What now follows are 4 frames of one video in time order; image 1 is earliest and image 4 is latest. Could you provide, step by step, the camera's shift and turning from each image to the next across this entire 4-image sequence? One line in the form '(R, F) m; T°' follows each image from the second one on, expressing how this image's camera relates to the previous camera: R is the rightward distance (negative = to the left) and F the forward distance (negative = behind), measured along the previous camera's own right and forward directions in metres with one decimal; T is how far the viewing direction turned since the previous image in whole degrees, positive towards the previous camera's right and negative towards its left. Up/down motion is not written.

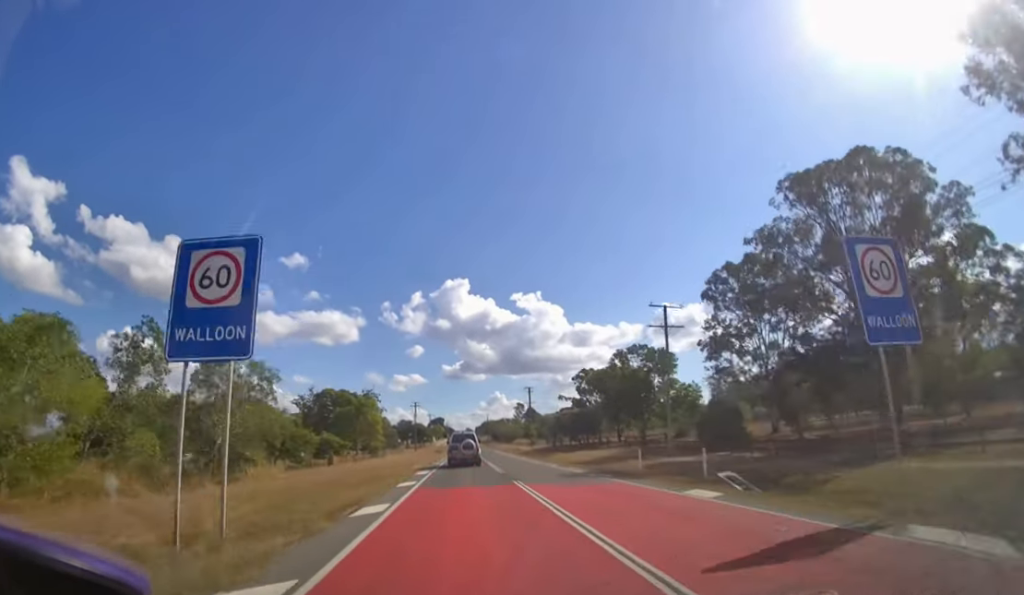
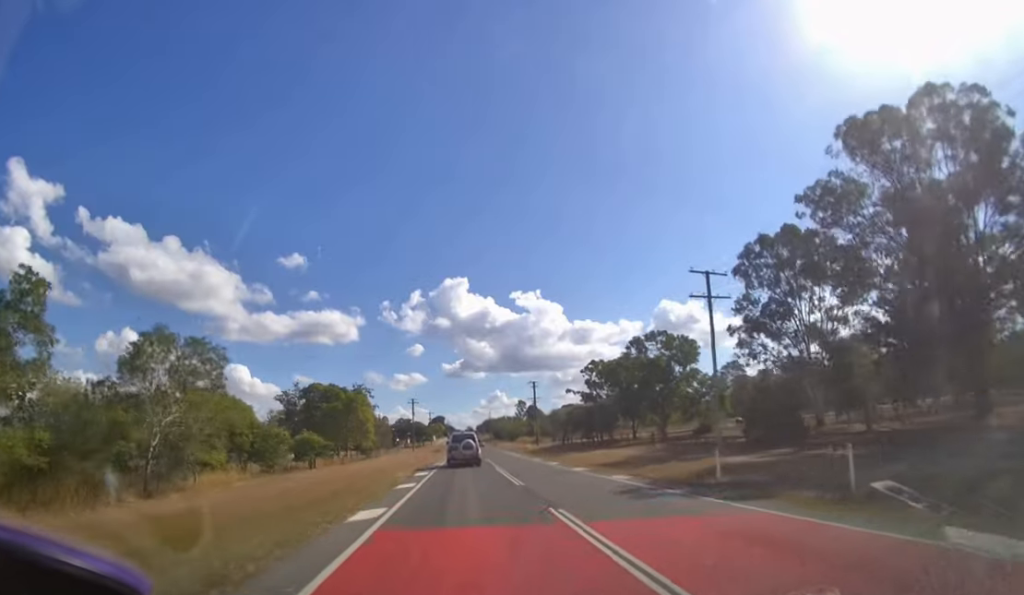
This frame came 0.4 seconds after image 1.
(0.0, +5.6) m; 0°
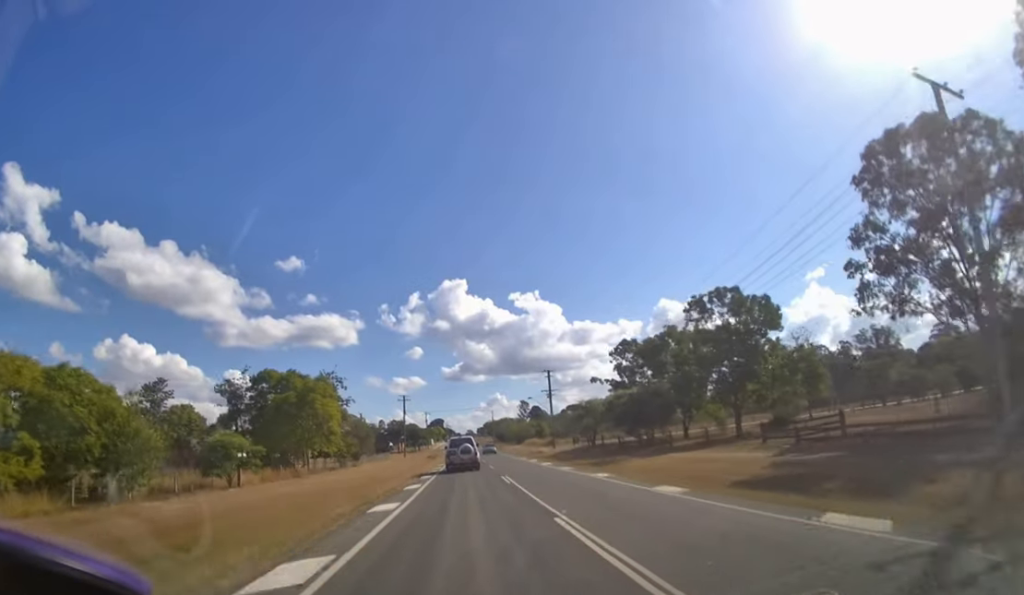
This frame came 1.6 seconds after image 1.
(0.0, +16.3) m; 0°
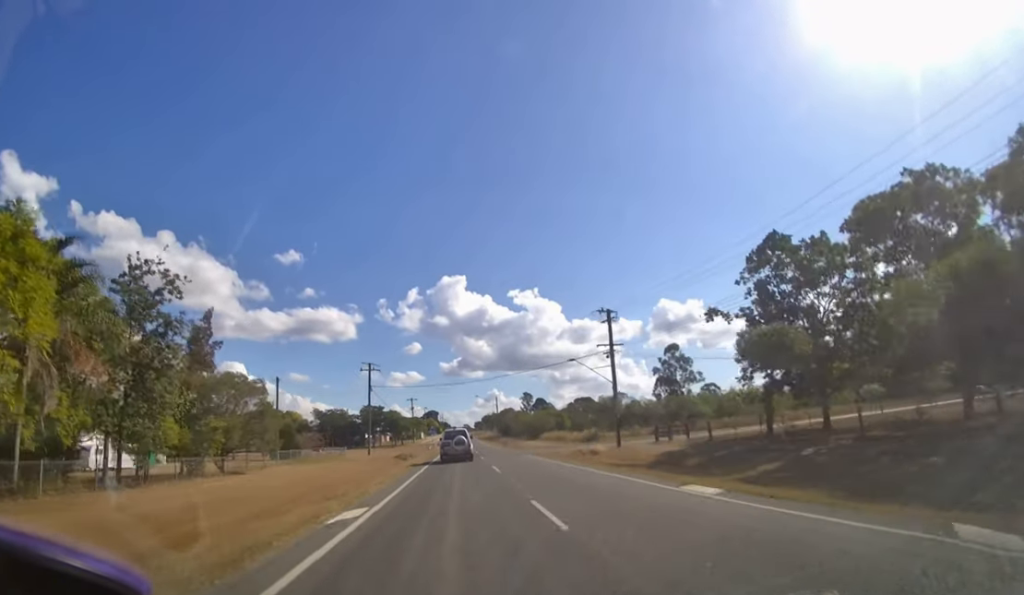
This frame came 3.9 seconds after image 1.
(+0.1, +36.9) m; 0°
